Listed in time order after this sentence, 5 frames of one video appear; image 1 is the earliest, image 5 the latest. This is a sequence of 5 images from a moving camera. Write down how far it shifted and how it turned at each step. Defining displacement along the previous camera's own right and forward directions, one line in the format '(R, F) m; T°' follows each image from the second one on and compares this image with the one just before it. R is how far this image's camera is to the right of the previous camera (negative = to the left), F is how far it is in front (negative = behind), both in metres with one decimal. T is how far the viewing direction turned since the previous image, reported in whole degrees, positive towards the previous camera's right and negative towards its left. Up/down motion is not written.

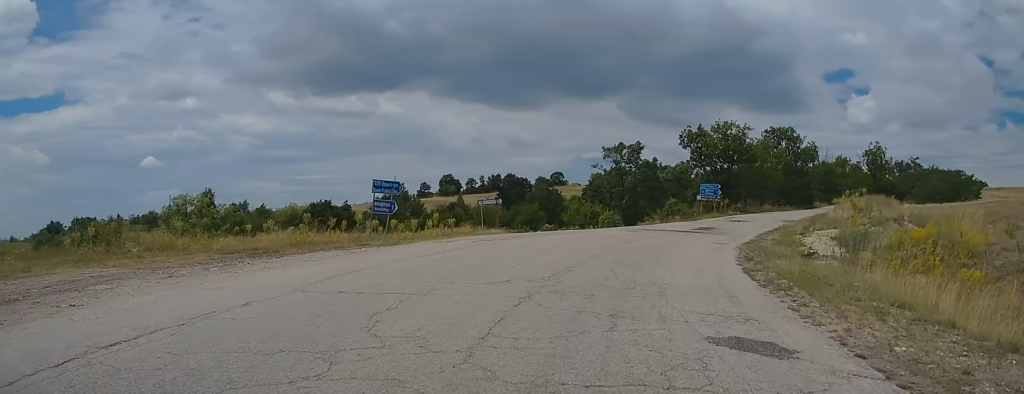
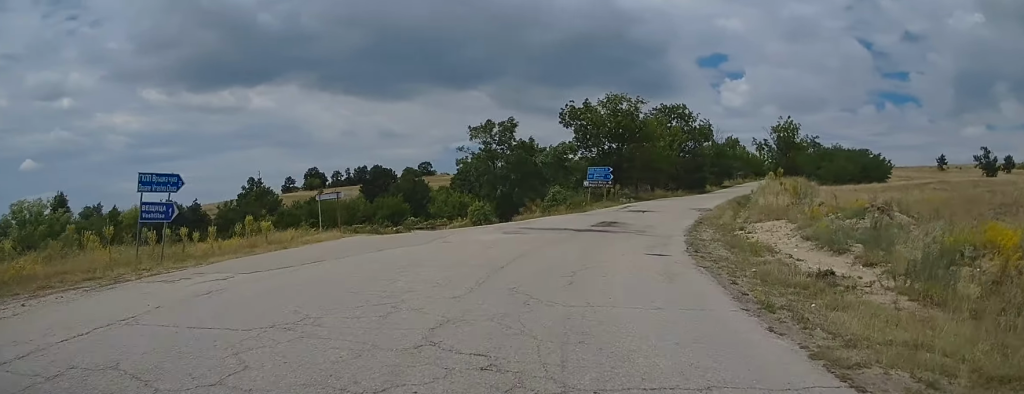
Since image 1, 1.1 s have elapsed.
(+0.8, +9.2) m; +9°
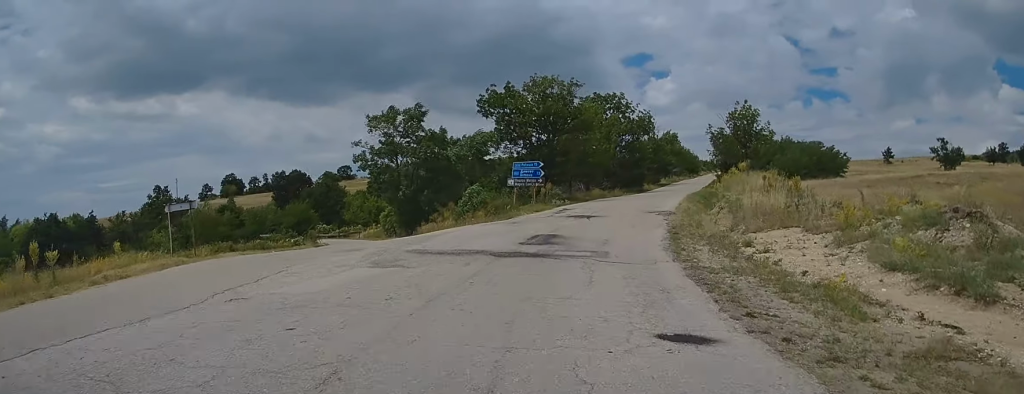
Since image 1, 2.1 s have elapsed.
(+0.5, +8.7) m; +5°
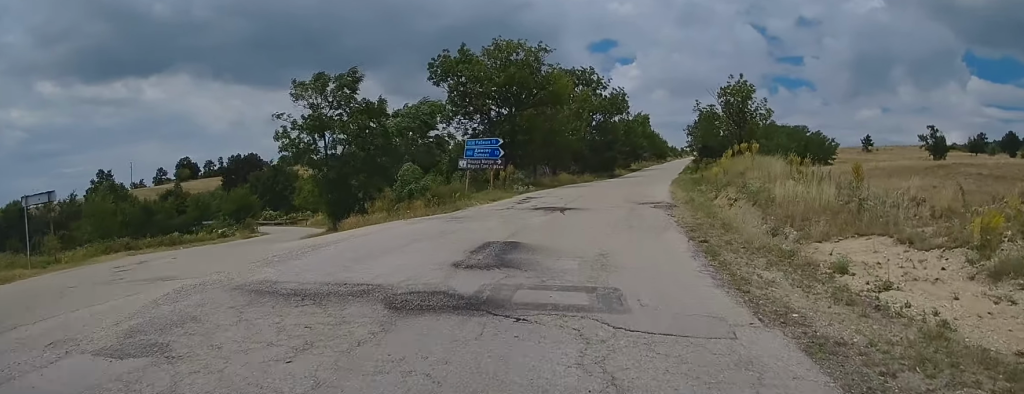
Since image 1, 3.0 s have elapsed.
(+0.2, +7.2) m; +3°
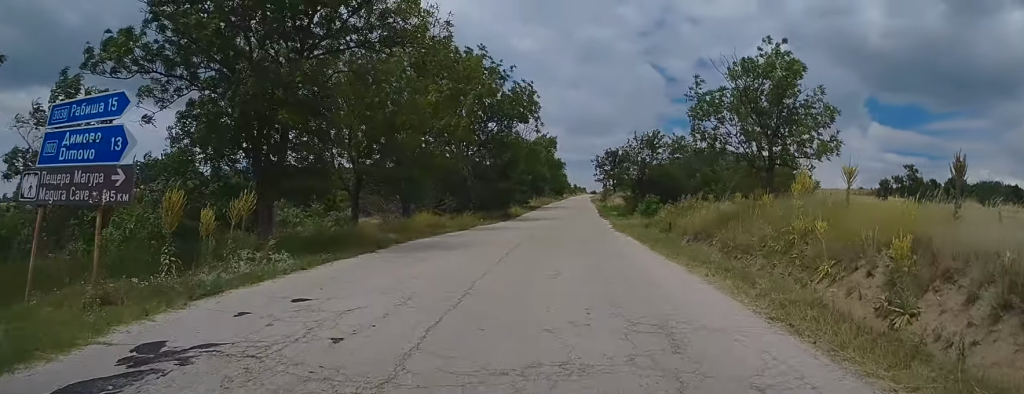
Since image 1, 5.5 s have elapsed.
(+1.9, +22.4) m; +8°
